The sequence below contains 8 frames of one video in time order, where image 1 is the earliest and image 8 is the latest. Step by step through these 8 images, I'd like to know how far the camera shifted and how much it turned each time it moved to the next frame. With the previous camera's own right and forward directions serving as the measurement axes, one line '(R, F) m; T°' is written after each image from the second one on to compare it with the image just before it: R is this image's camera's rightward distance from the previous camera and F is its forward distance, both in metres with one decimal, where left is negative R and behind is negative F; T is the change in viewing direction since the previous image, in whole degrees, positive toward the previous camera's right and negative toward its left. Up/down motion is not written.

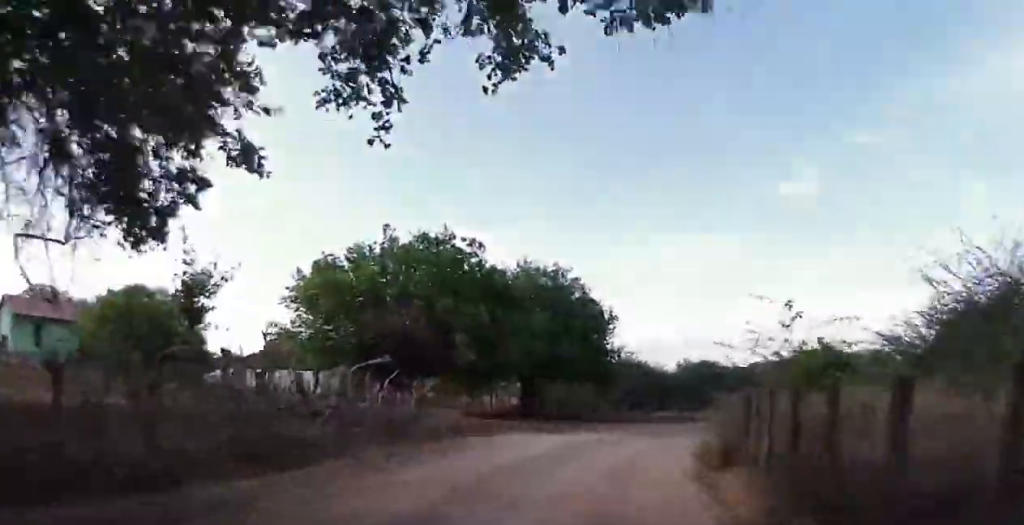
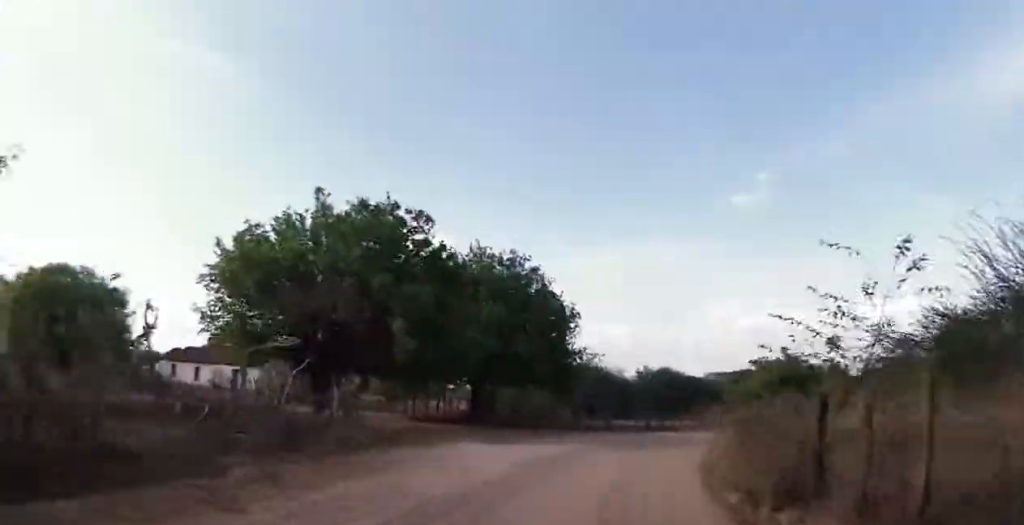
(+0.1, +4.1) m; +1°
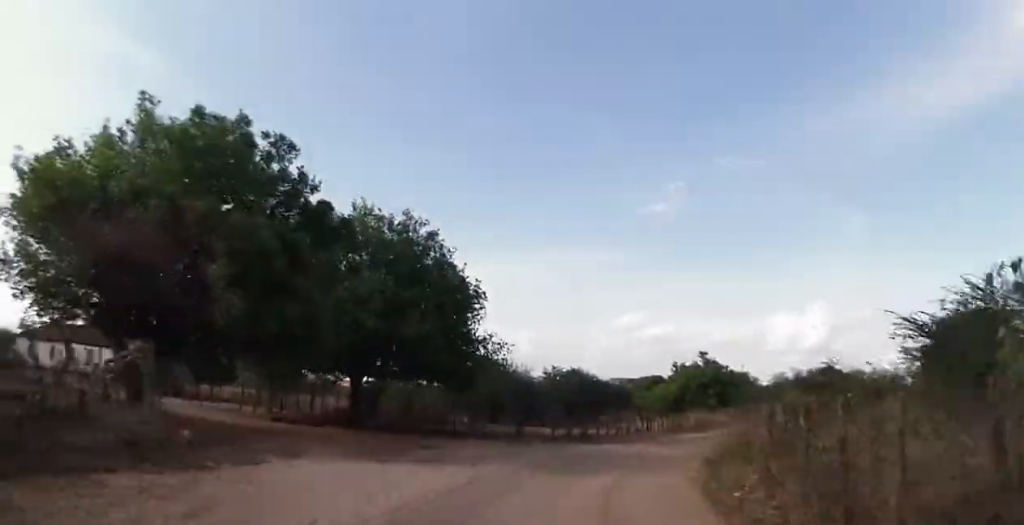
(+0.1, +7.5) m; +5°
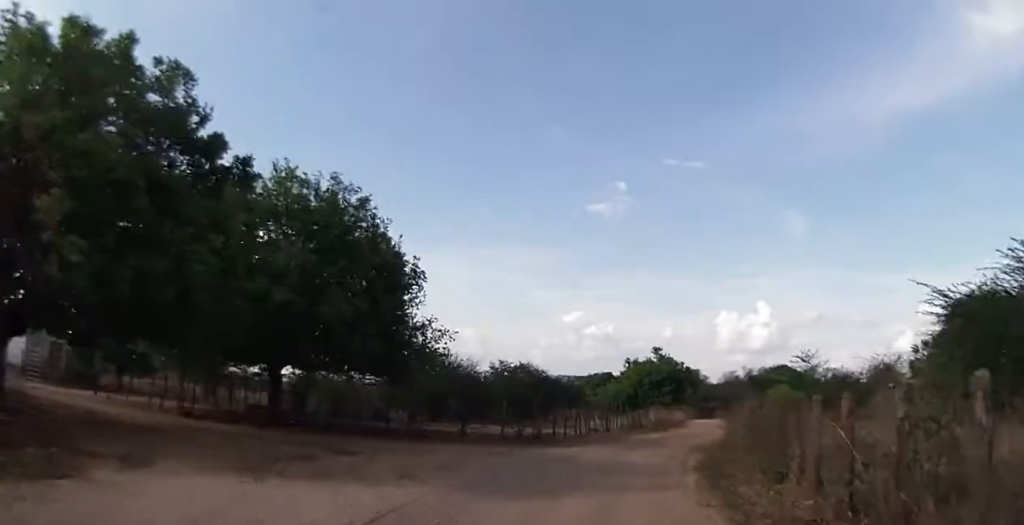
(+0.2, +4.0) m; +5°
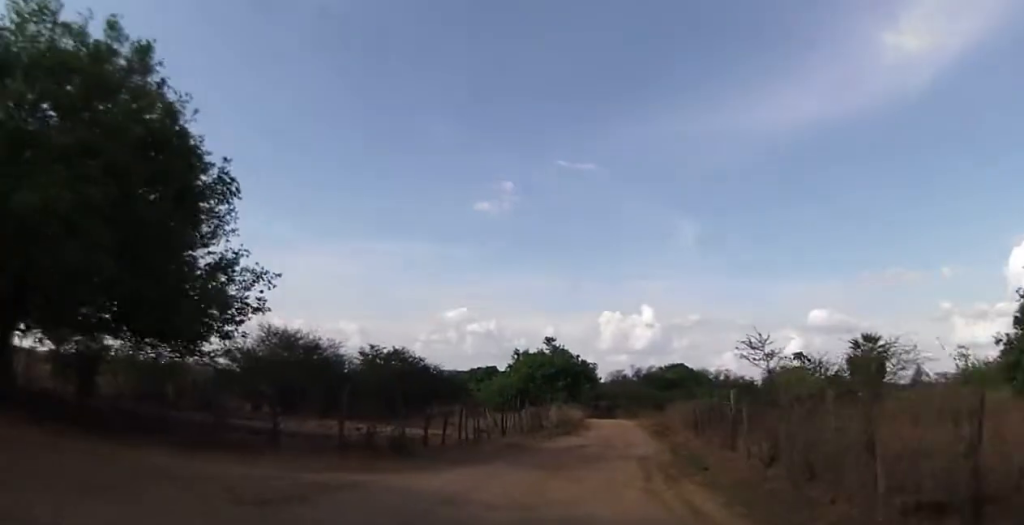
(+0.9, +9.4) m; +12°
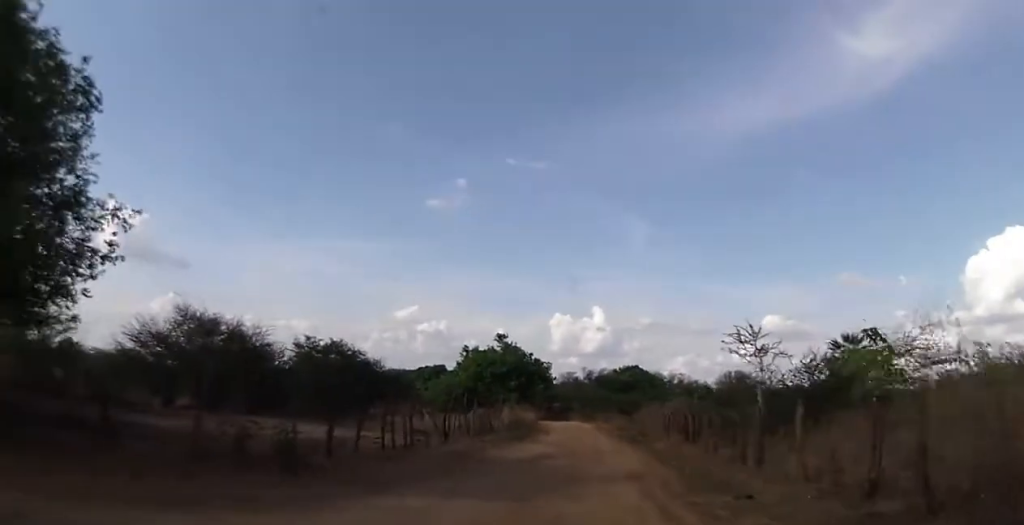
(+0.3, +5.1) m; +6°
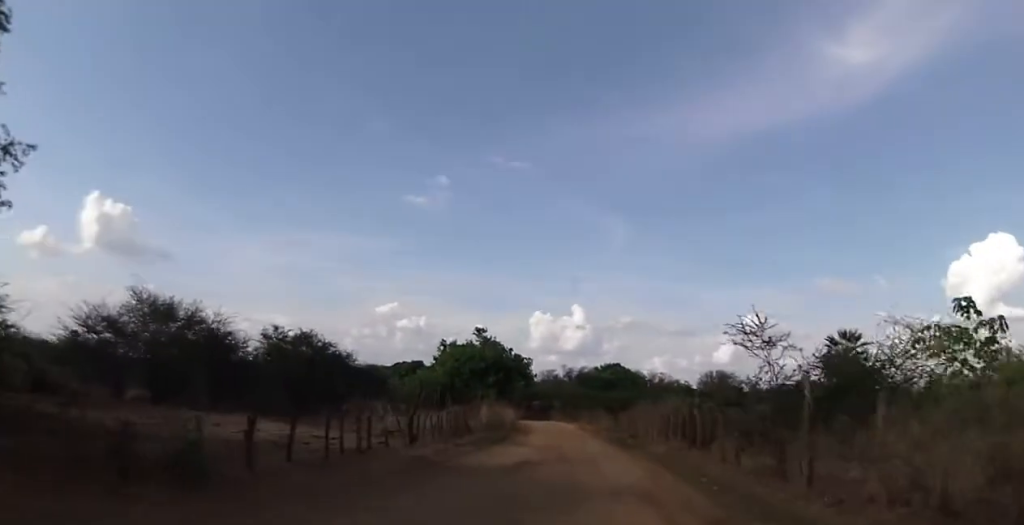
(+0.1, +2.9) m; +3°
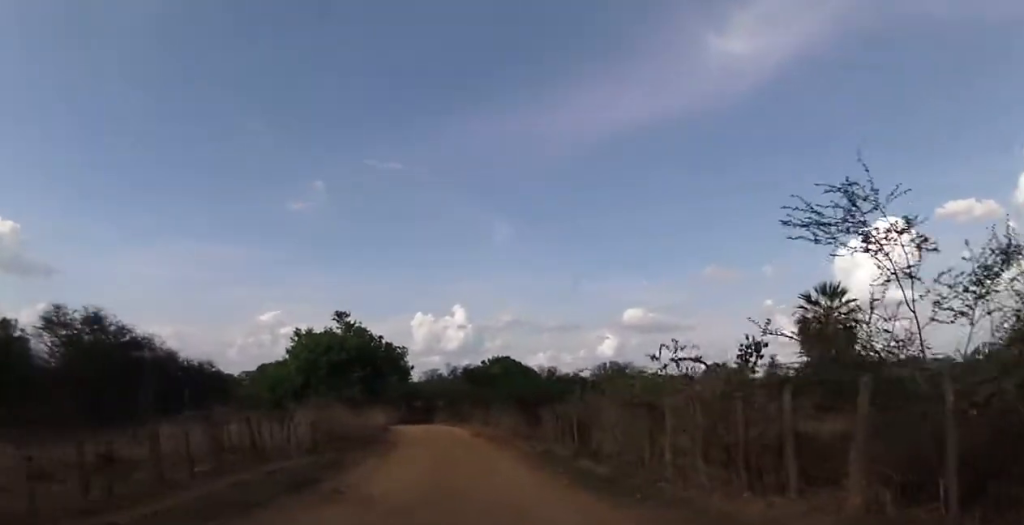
(+1.0, +14.9) m; +8°
